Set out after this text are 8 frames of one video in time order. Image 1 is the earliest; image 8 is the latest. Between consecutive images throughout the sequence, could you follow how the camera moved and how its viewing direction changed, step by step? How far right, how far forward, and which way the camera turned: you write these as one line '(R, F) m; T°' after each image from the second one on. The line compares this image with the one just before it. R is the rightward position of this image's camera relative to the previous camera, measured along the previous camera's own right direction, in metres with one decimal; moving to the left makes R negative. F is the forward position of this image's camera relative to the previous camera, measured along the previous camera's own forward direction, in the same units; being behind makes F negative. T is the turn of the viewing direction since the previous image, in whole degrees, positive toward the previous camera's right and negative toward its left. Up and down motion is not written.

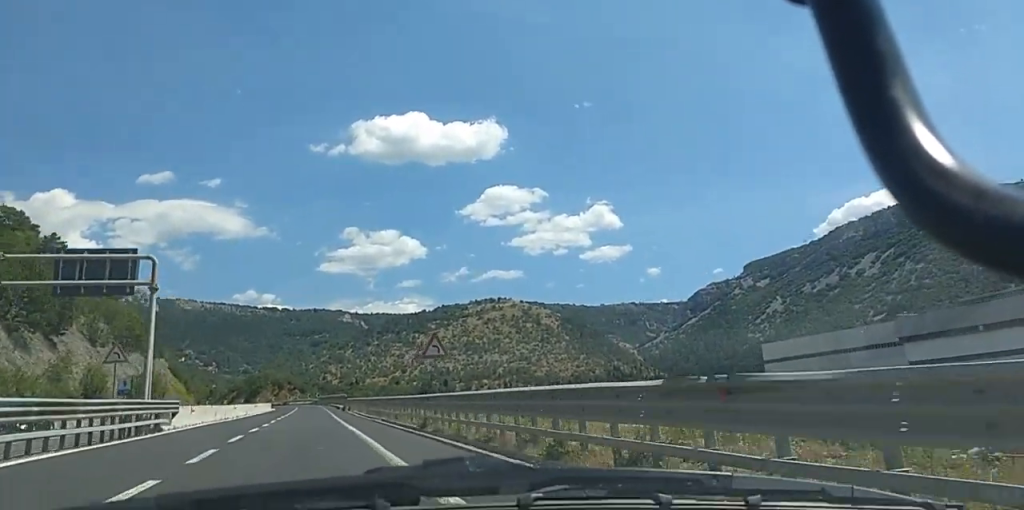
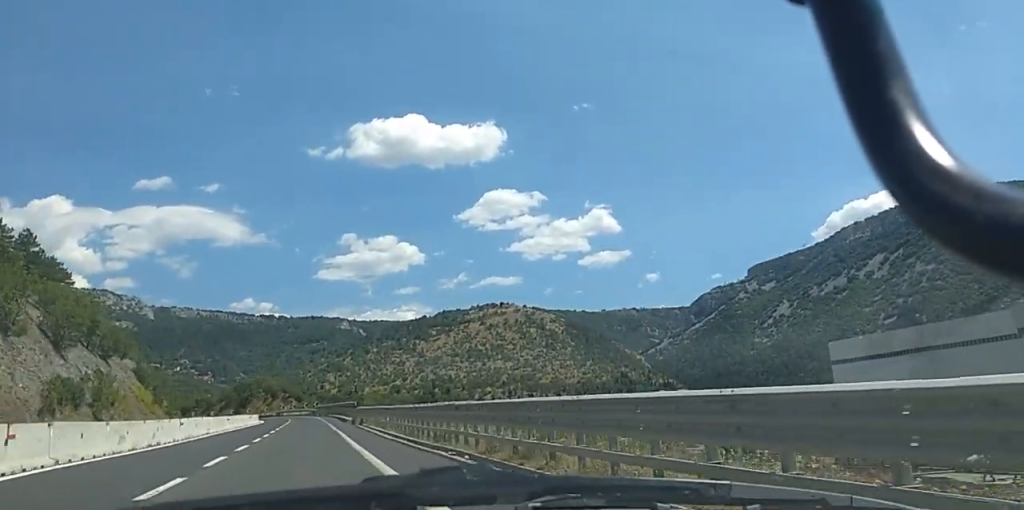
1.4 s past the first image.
(0.0, +27.2) m; -1°
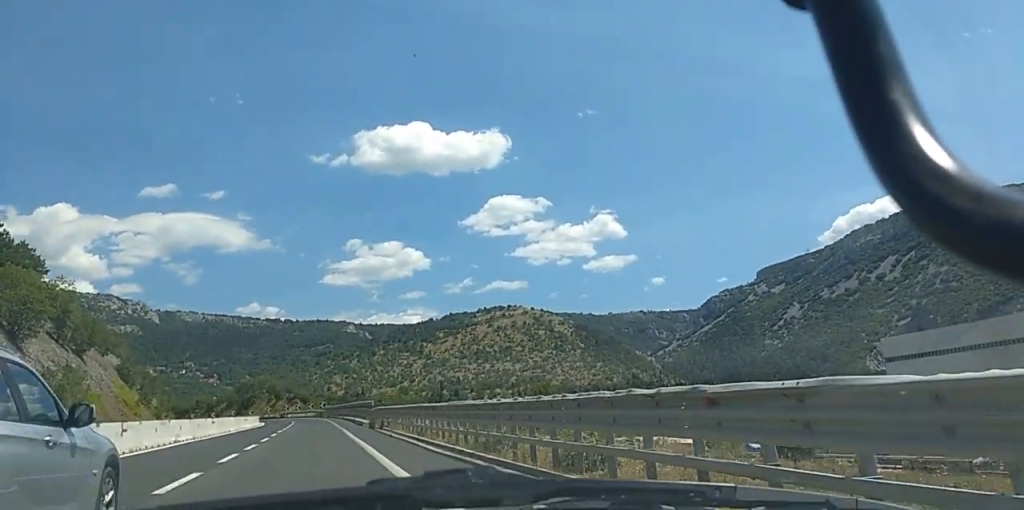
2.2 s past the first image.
(-0.3, +14.7) m; 0°
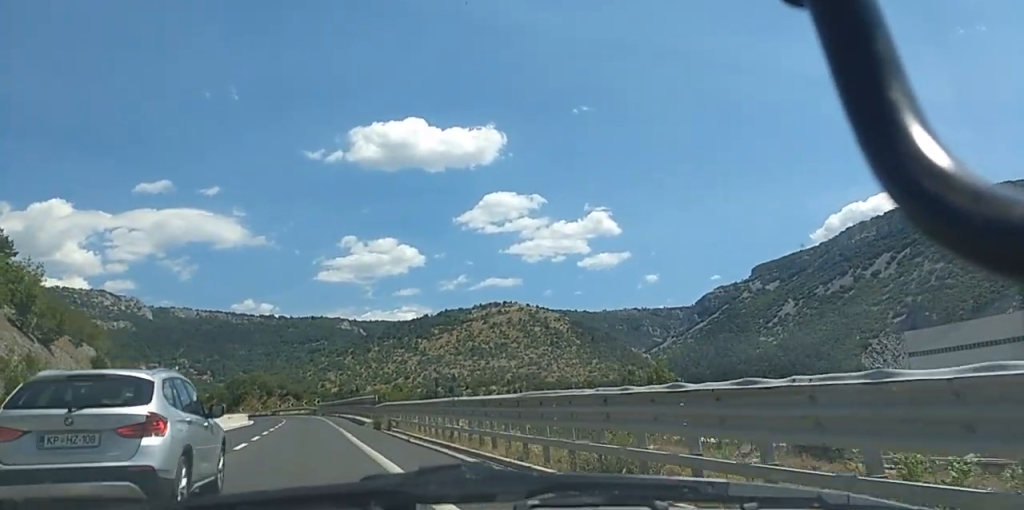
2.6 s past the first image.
(0.0, +8.6) m; 0°
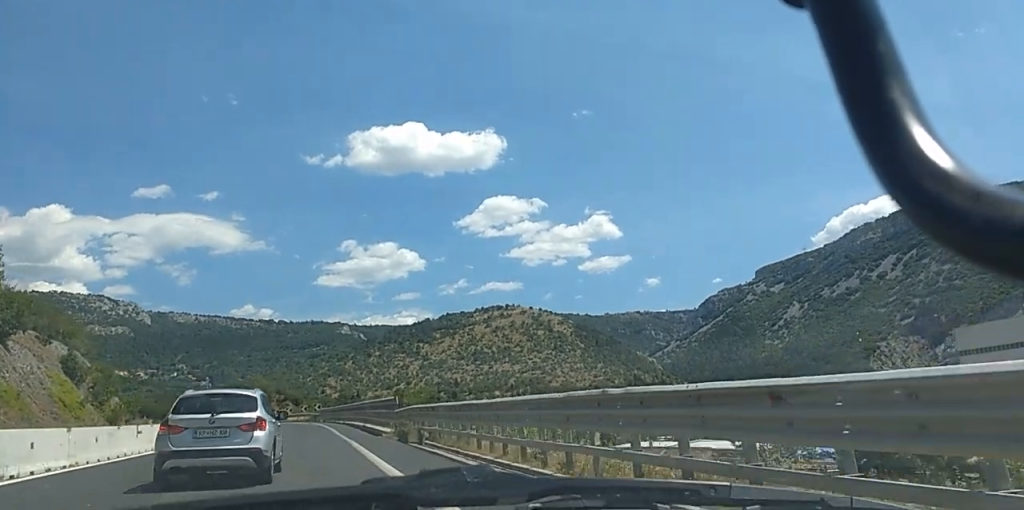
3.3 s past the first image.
(+0.2, +12.6) m; +1°
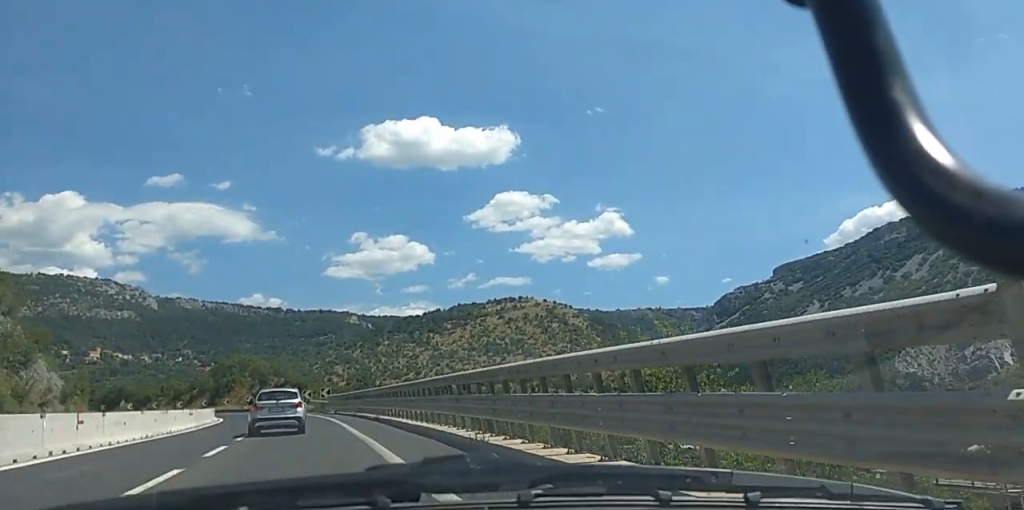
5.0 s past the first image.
(+0.6, +33.1) m; +2°
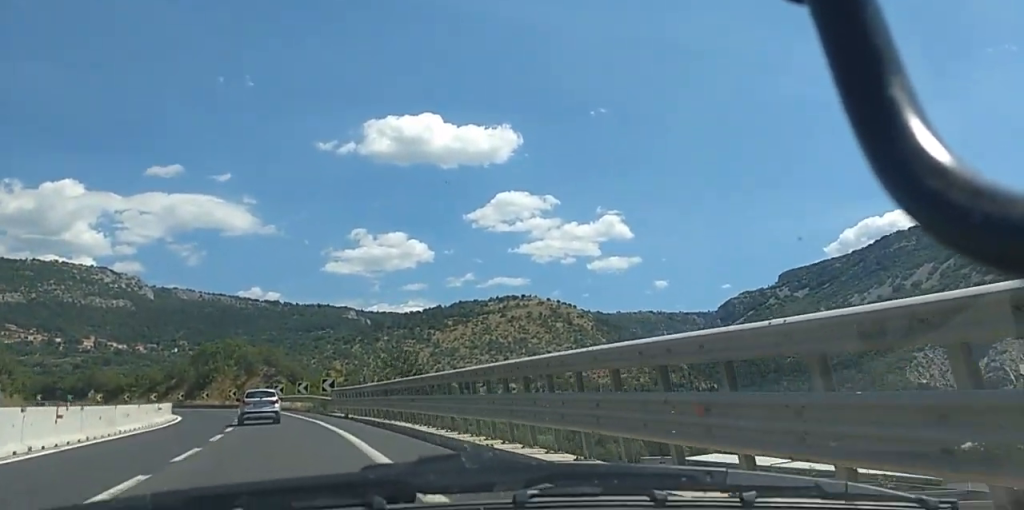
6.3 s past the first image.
(0.0, +24.1) m; -2°
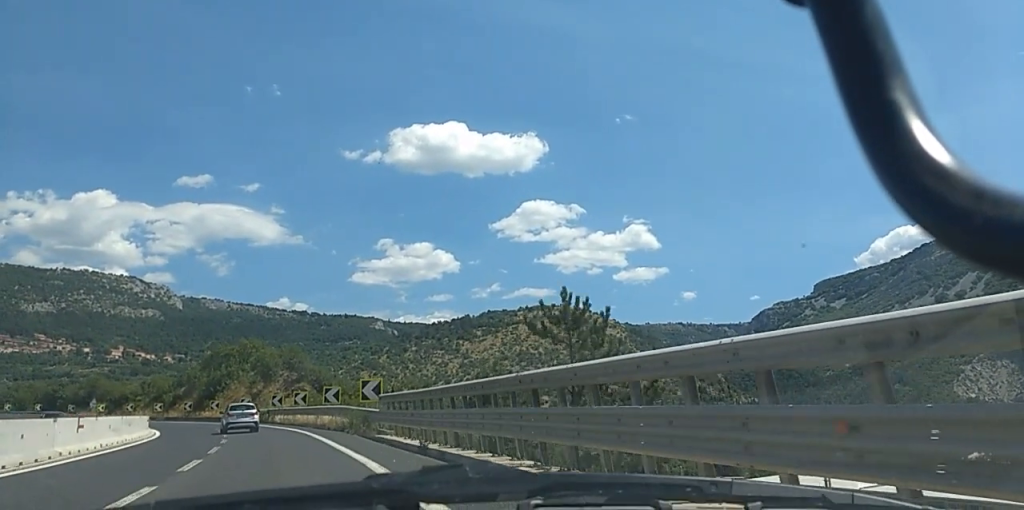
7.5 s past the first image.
(-0.6, +21.5) m; -3°
